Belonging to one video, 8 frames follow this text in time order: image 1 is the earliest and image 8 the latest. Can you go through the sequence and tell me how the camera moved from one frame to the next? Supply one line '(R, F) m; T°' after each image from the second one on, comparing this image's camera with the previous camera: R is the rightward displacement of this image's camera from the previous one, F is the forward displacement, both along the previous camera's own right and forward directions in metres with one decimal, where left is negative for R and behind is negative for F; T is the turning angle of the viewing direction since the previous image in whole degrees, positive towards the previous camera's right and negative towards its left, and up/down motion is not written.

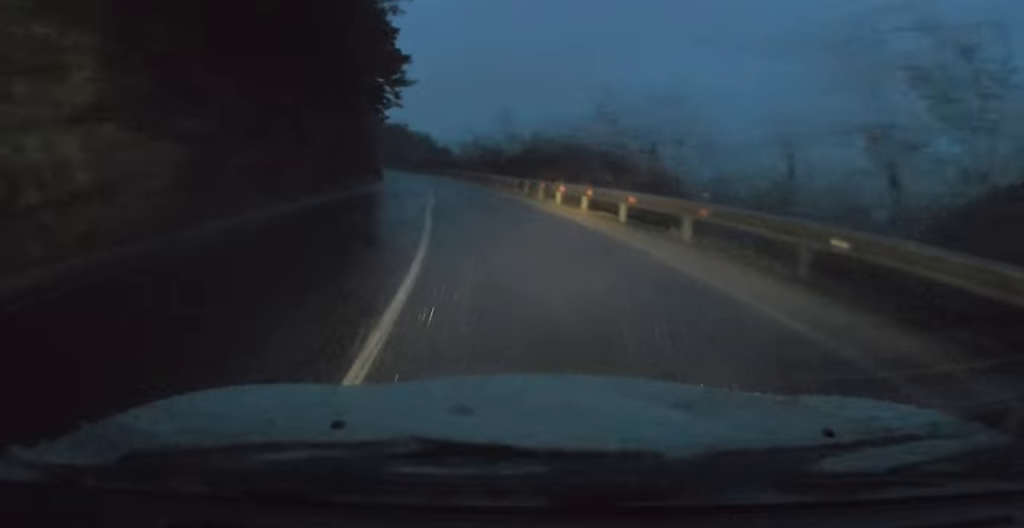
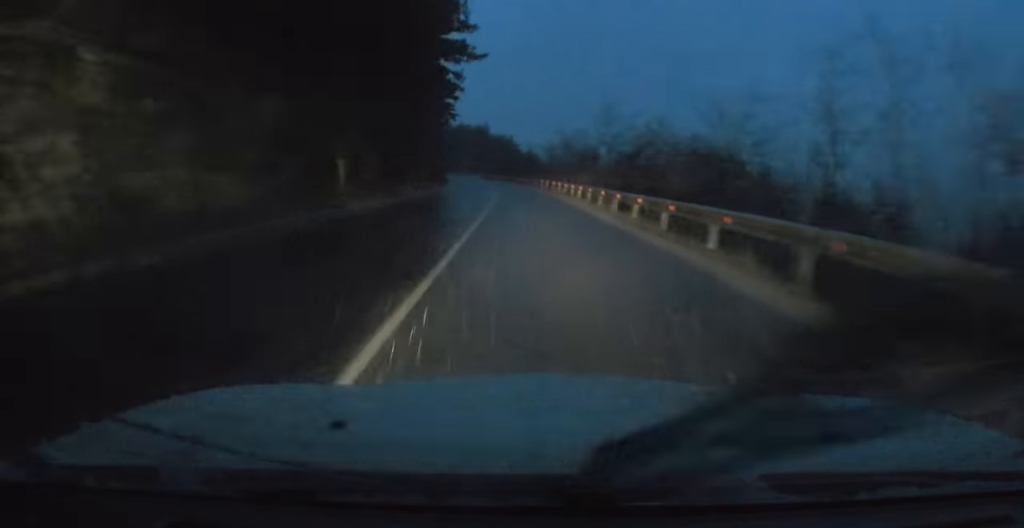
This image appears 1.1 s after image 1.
(-0.8, +16.9) m; -2°
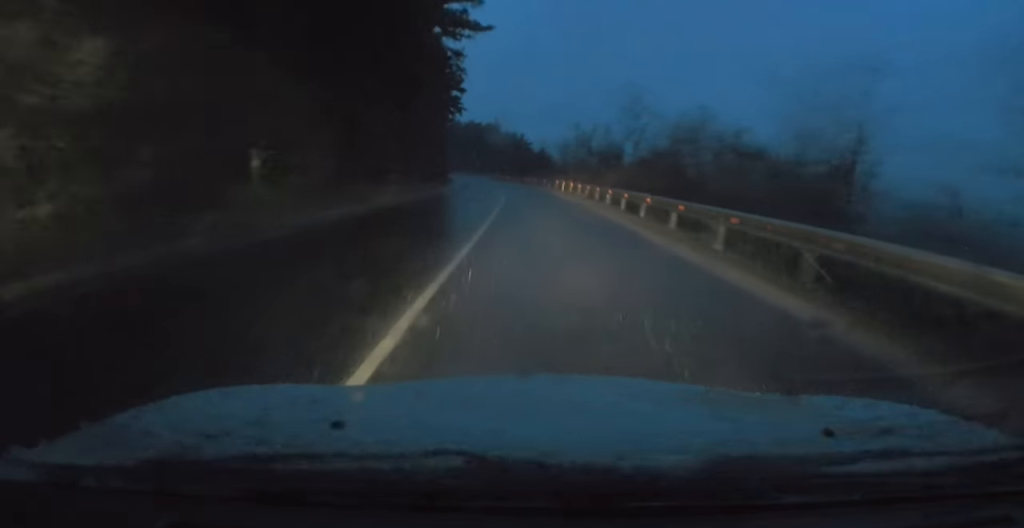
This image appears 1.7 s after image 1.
(+0.1, +8.2) m; 0°
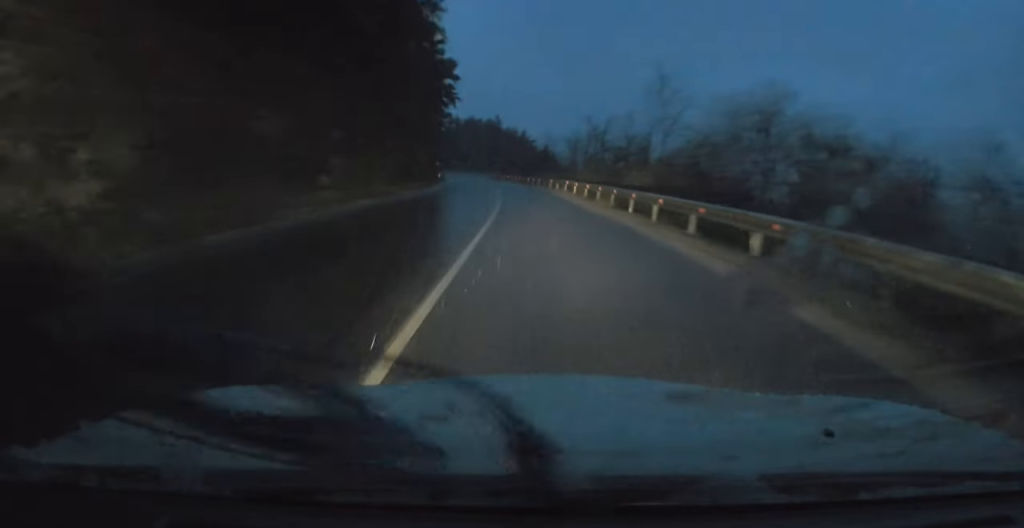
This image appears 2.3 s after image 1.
(-0.1, +10.3) m; -1°
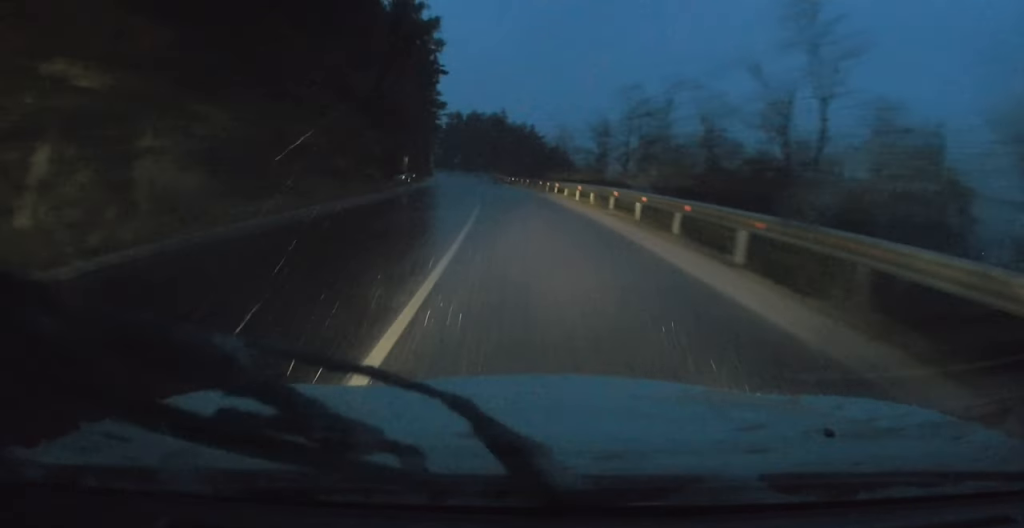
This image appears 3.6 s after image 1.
(-0.2, +20.1) m; -2°
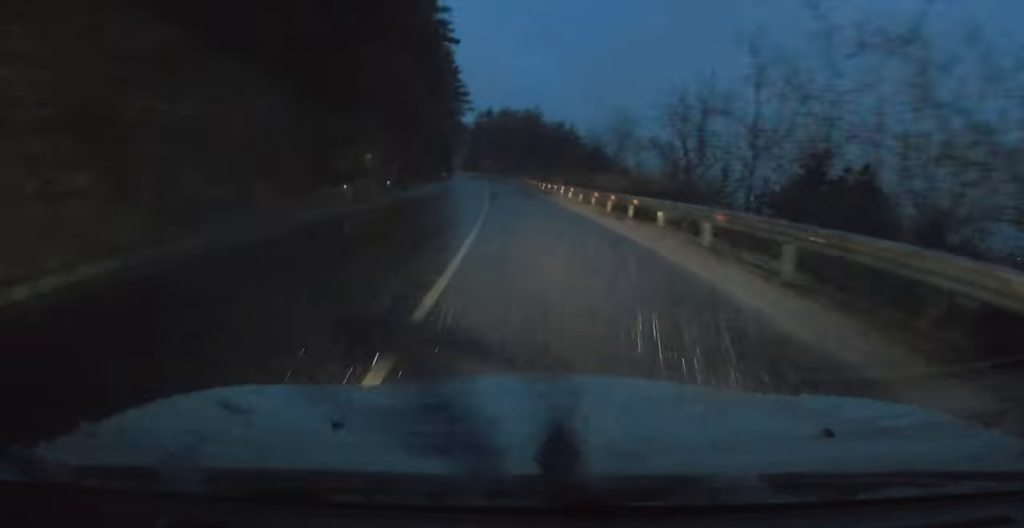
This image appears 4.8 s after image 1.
(-0.4, +17.7) m; -2°
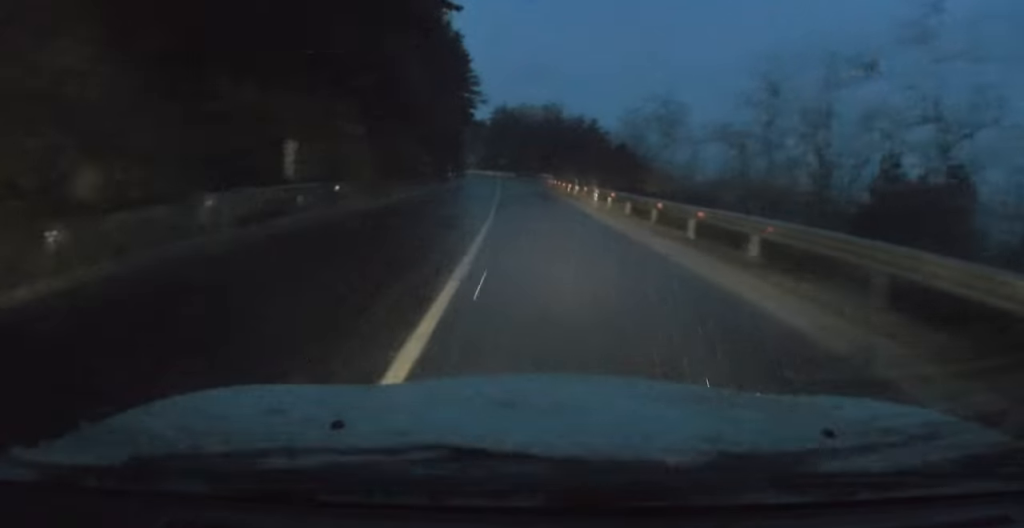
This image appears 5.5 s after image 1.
(-0.1, +10.1) m; -1°
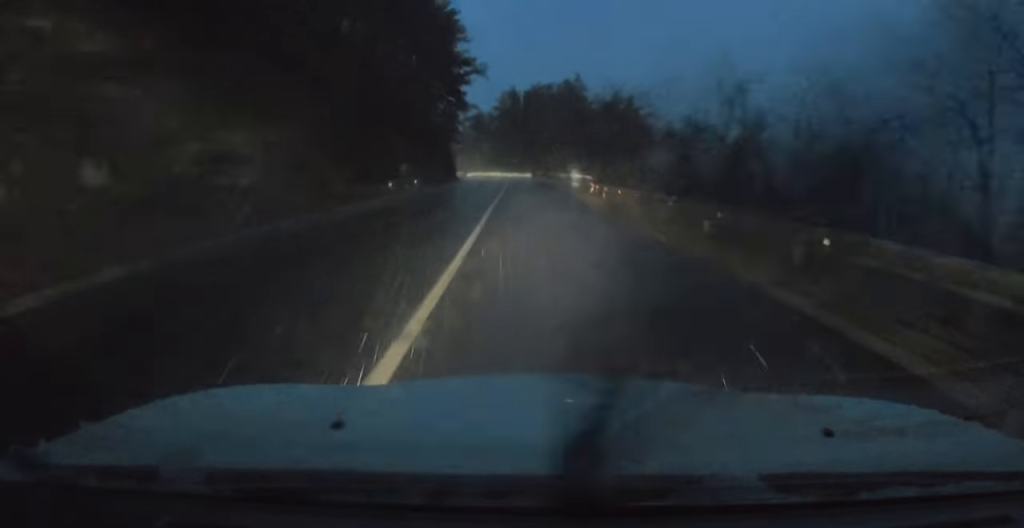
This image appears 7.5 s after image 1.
(0.0, +29.8) m; +1°
